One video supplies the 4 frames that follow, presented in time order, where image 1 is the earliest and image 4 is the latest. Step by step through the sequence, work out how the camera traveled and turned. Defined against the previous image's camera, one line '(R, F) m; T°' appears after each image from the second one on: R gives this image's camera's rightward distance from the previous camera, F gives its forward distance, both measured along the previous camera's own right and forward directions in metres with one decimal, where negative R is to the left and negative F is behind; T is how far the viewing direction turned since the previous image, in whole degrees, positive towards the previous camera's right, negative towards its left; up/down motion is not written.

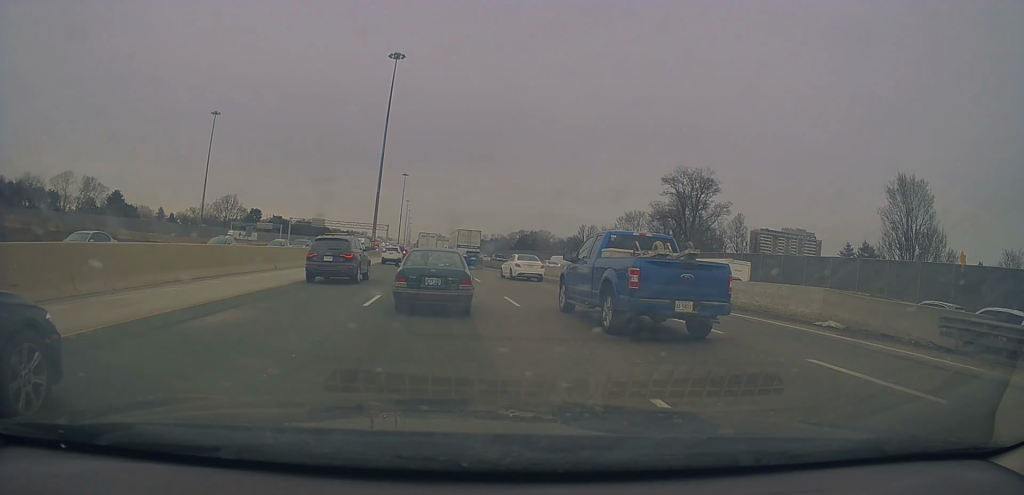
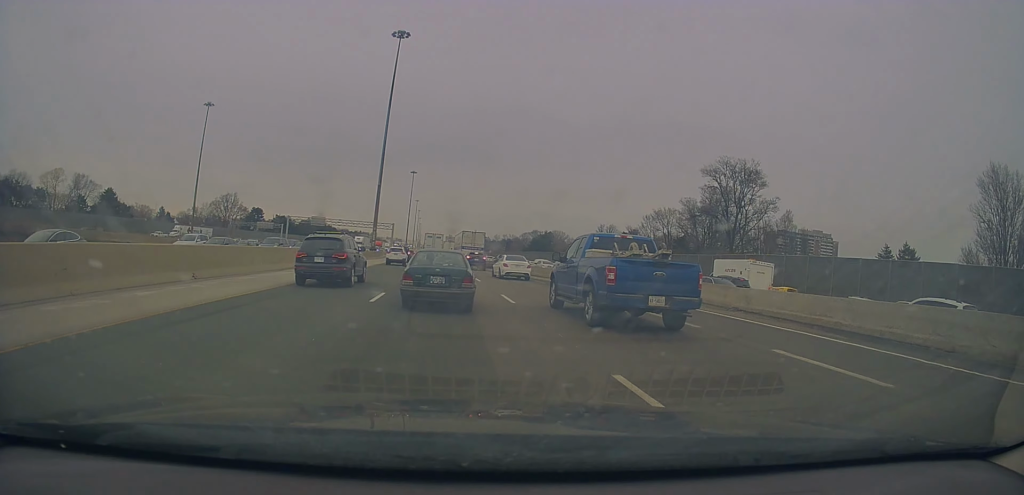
(+0.3, +9.3) m; +1°
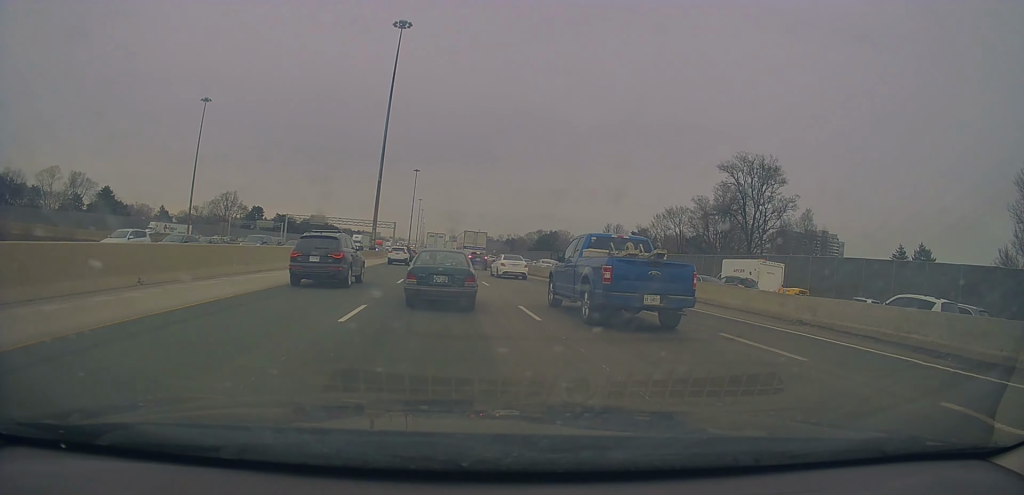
(0.0, +3.3) m; -2°
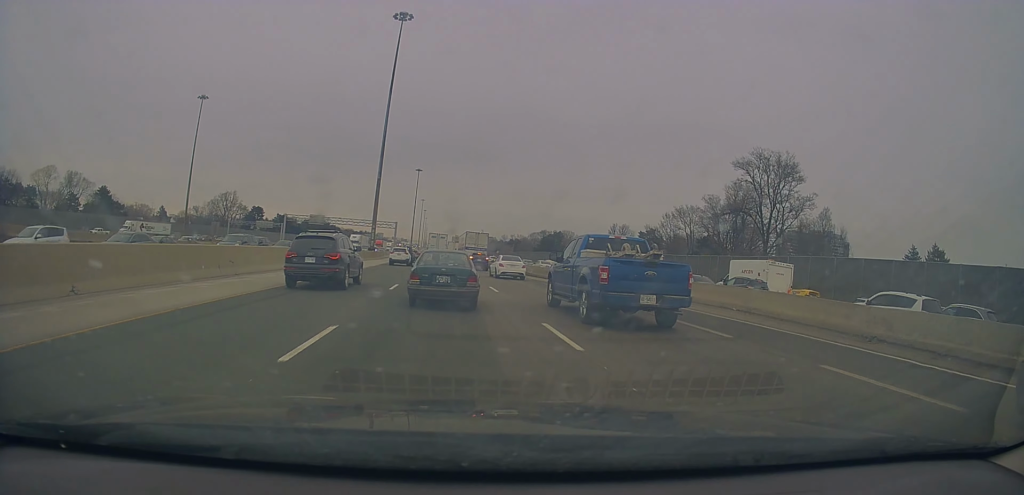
(-0.1, +3.1) m; 0°
